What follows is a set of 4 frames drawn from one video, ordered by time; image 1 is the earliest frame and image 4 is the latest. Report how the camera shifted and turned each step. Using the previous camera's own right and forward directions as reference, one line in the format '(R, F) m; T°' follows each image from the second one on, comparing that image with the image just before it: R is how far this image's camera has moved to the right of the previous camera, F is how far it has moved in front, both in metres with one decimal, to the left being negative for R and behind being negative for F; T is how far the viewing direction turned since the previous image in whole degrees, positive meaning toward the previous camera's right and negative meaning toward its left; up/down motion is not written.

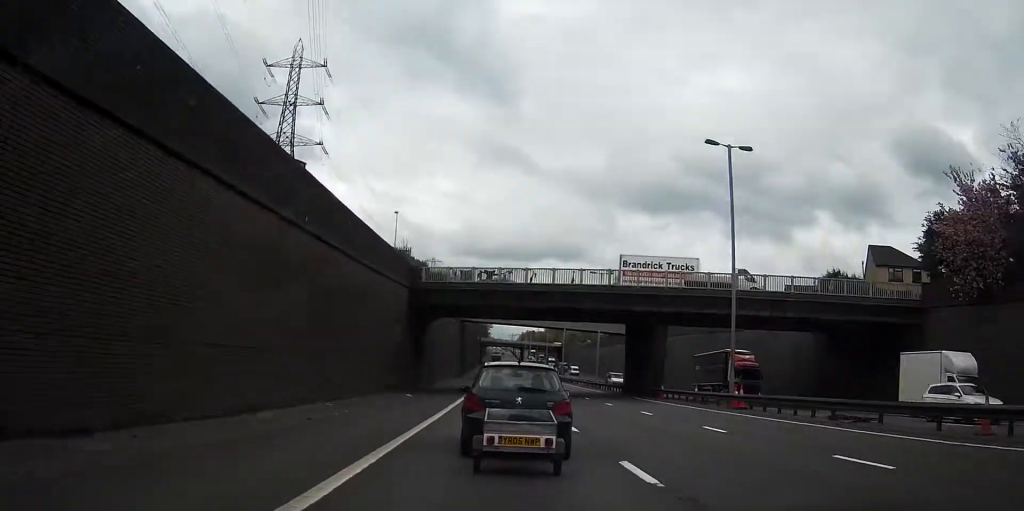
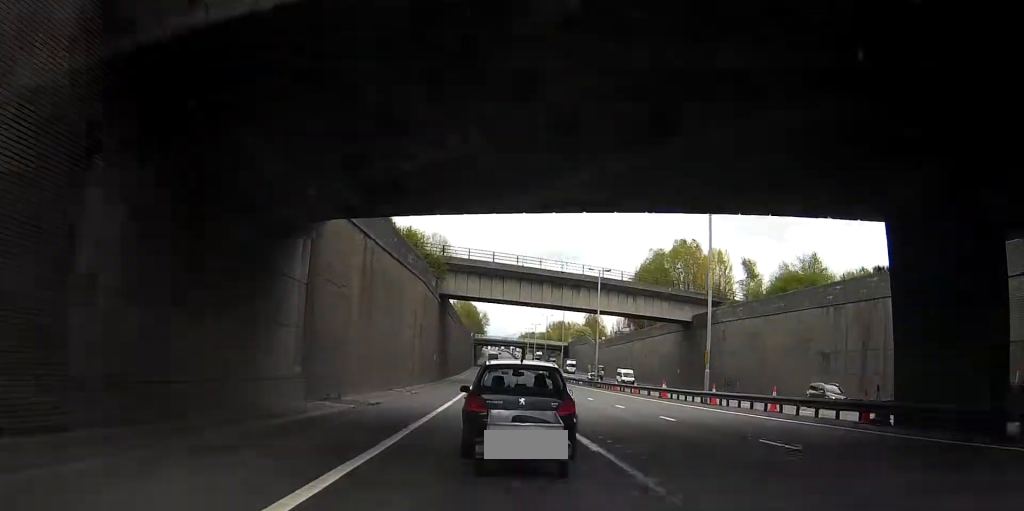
(0.0, +41.2) m; 0°
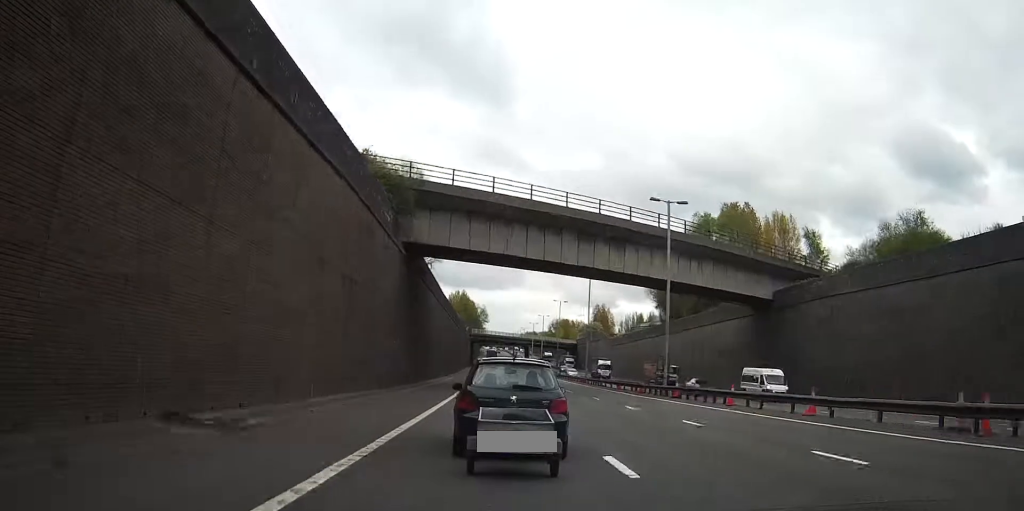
(+0.1, +30.6) m; 0°
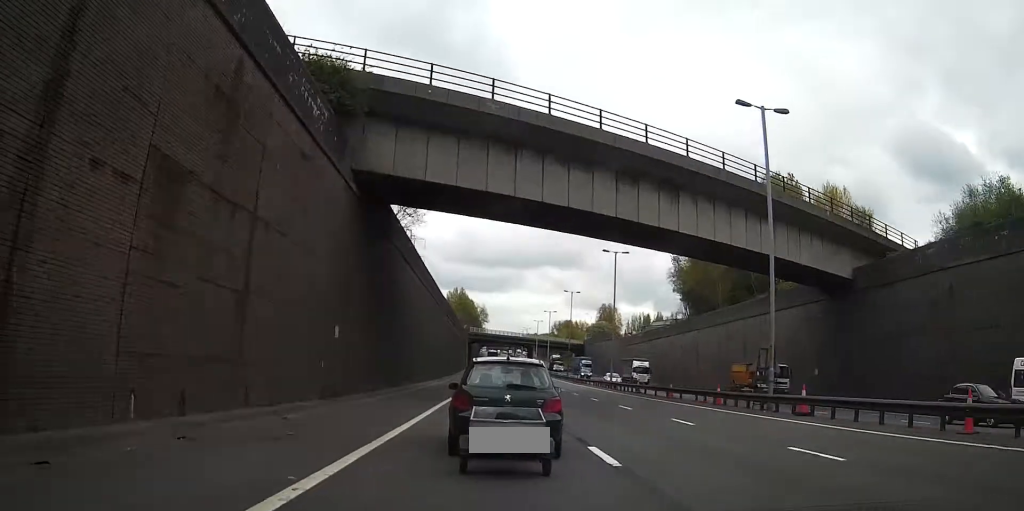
(0.0, +17.3) m; 0°
